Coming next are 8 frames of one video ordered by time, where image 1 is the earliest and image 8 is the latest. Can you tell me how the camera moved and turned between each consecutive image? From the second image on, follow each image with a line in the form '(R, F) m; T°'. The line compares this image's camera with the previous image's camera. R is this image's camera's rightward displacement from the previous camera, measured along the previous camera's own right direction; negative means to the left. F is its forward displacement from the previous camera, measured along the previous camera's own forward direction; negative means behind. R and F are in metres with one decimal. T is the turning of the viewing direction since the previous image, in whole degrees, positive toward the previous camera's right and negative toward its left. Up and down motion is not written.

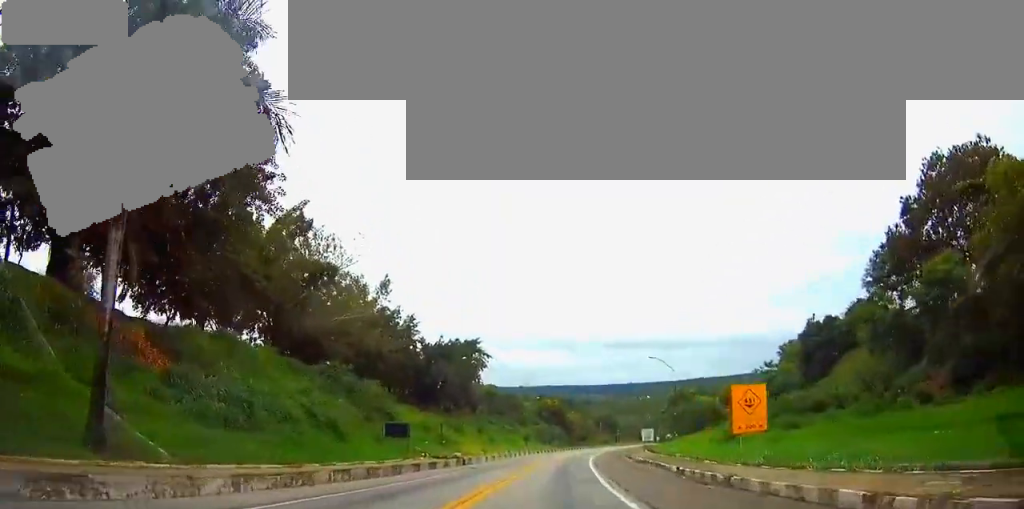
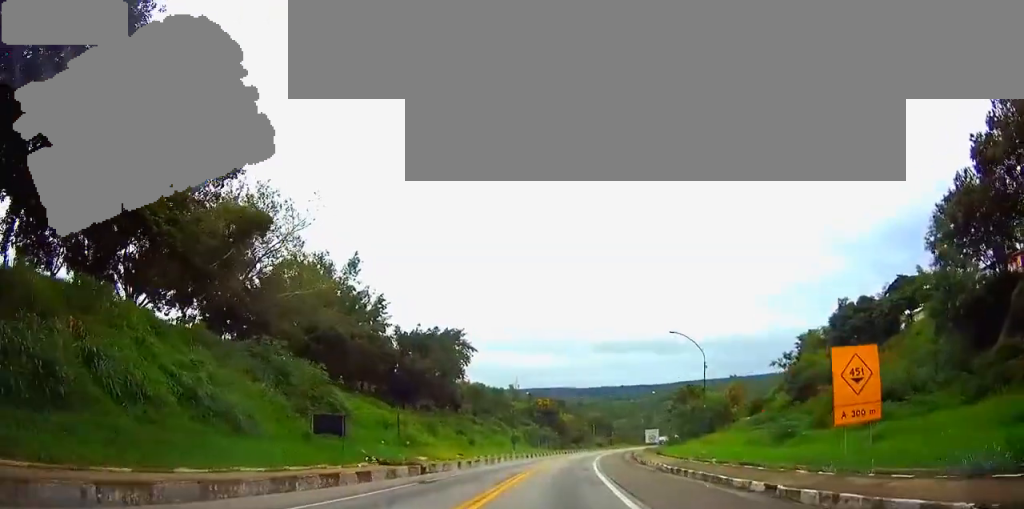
(0.0, +14.0) m; +1°
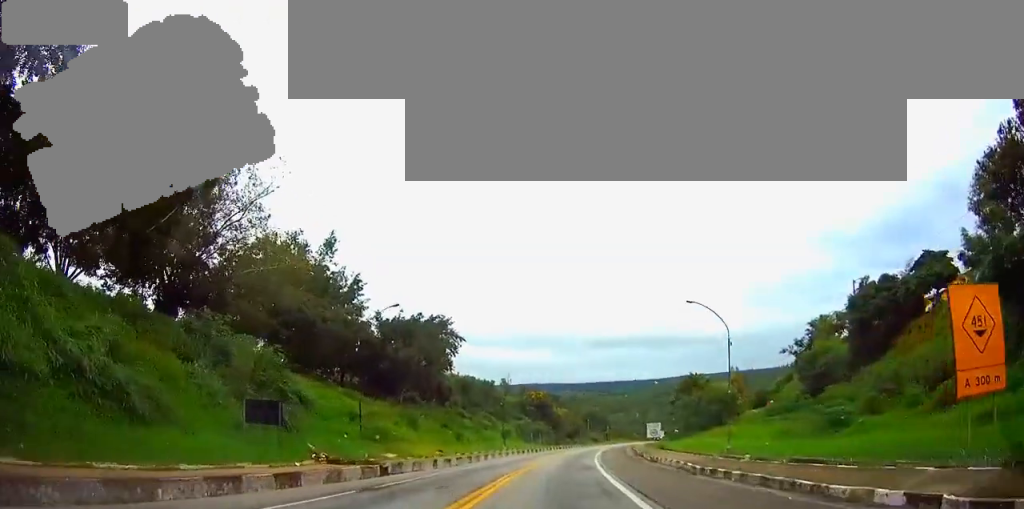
(+0.1, +7.9) m; +1°
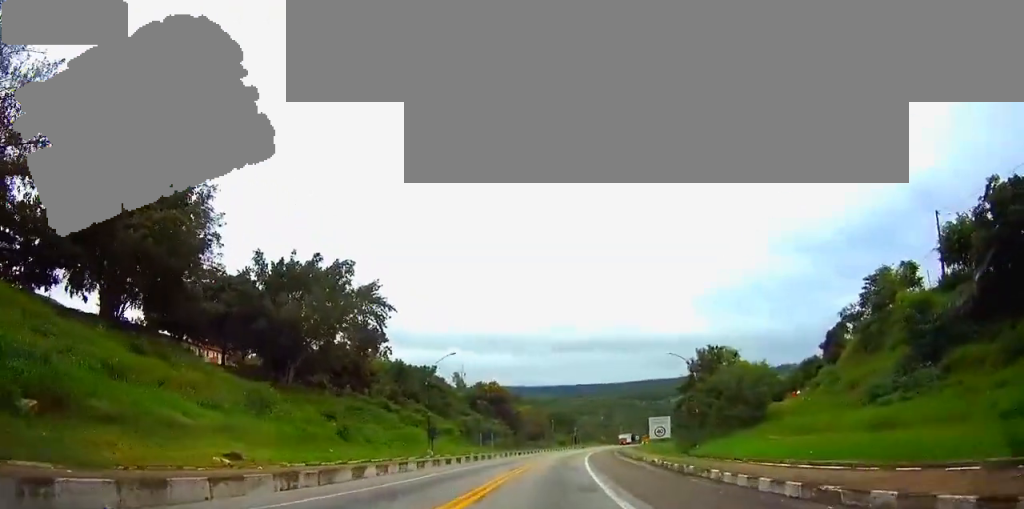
(+1.1, +32.0) m; +4°
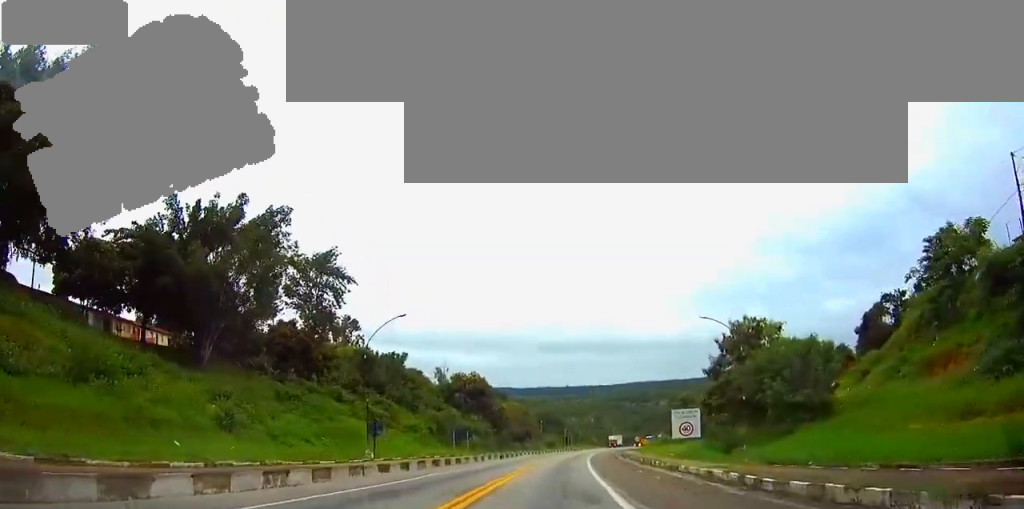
(+0.2, +16.2) m; +1°
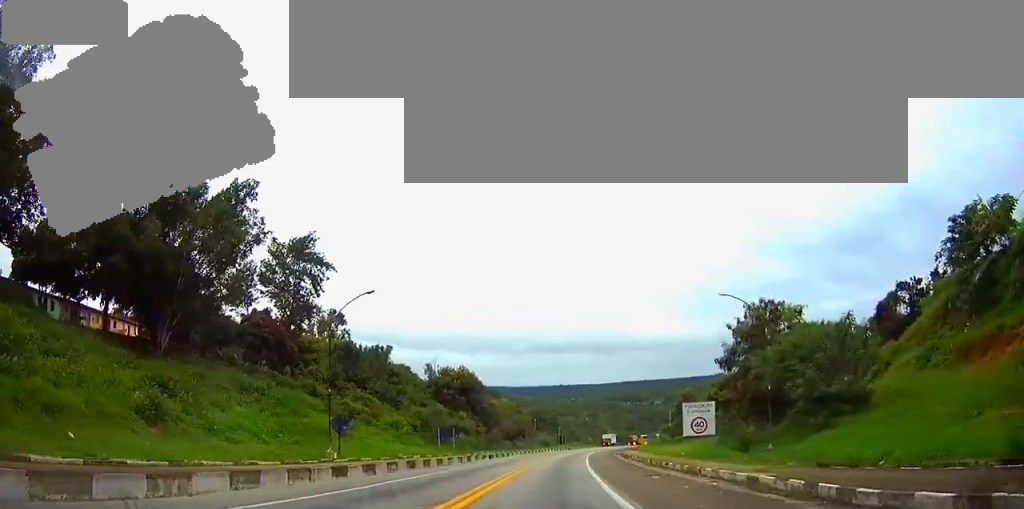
(+0.1, +6.1) m; 0°
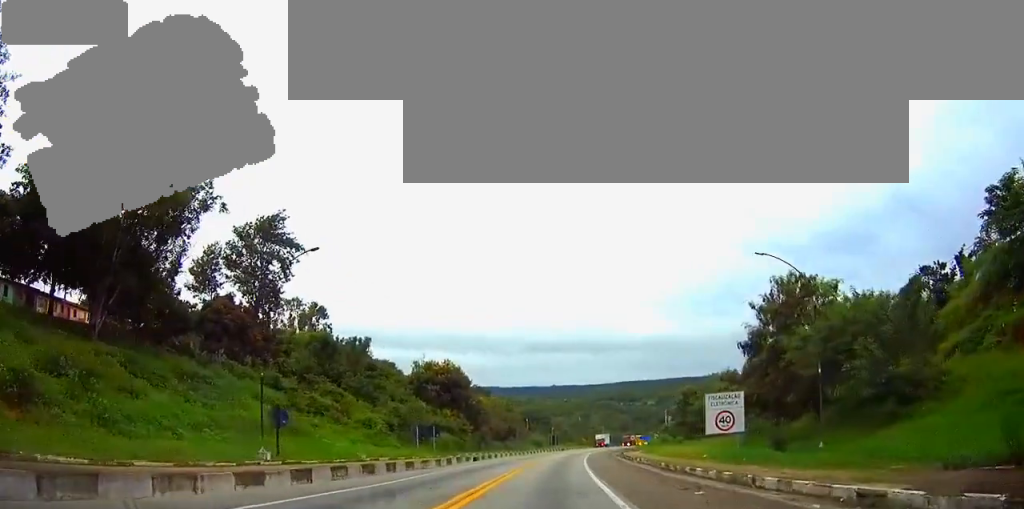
(-0.1, +7.8) m; 0°
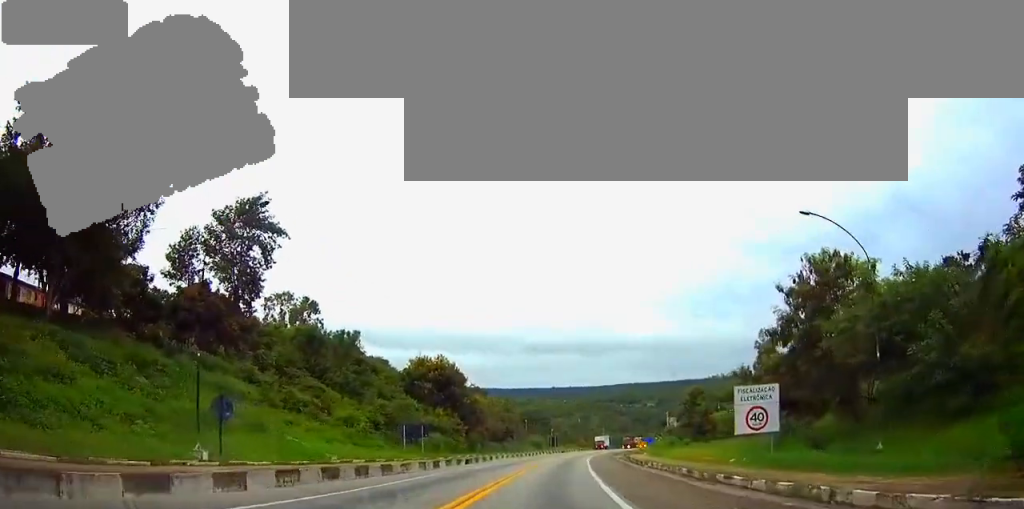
(0.0, +5.4) m; 0°
